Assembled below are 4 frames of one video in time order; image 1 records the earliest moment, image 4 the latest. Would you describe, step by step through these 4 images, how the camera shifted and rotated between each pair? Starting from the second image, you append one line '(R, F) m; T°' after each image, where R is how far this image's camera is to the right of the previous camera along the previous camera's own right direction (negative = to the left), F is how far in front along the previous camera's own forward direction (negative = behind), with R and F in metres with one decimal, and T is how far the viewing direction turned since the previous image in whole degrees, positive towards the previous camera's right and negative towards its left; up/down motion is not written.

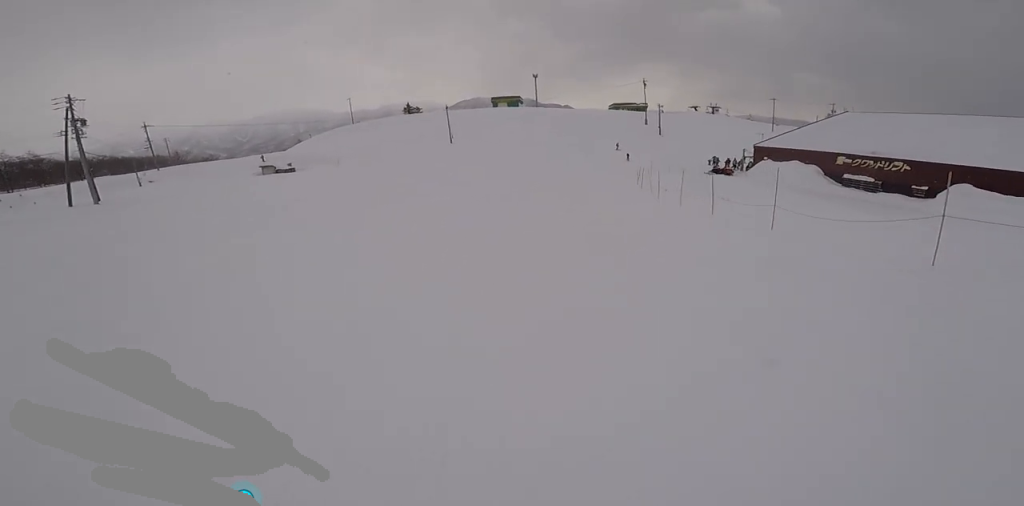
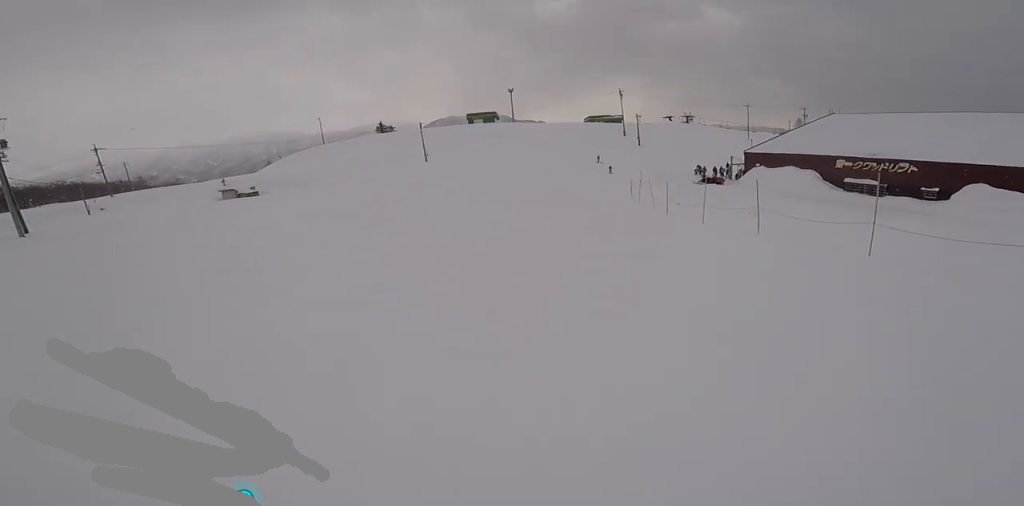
(+0.3, +3.7) m; +1°
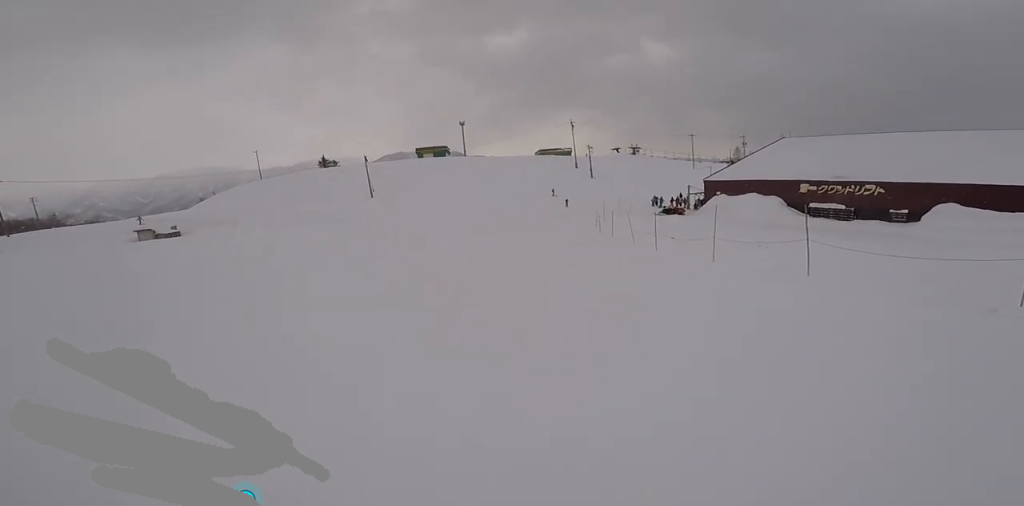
(+0.5, +3.7) m; 0°
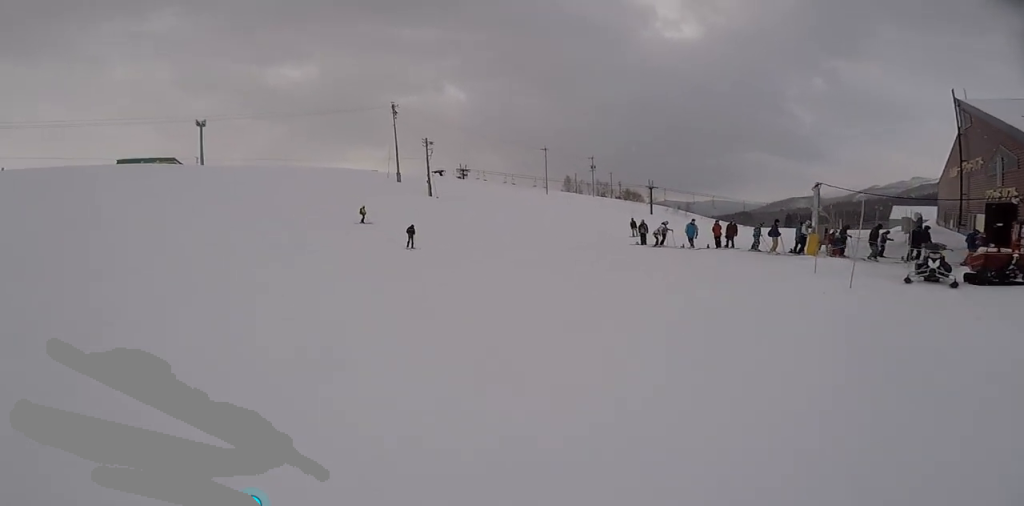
(+11.4, +33.8) m; +33°
